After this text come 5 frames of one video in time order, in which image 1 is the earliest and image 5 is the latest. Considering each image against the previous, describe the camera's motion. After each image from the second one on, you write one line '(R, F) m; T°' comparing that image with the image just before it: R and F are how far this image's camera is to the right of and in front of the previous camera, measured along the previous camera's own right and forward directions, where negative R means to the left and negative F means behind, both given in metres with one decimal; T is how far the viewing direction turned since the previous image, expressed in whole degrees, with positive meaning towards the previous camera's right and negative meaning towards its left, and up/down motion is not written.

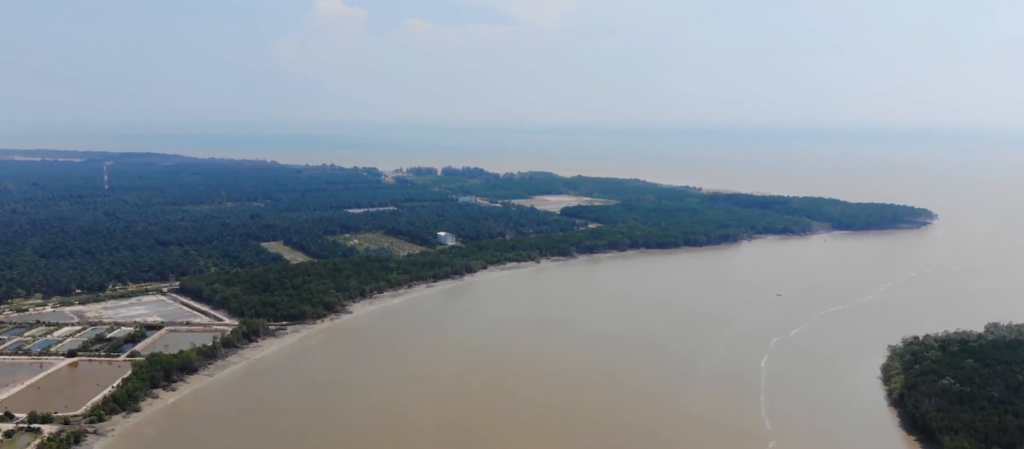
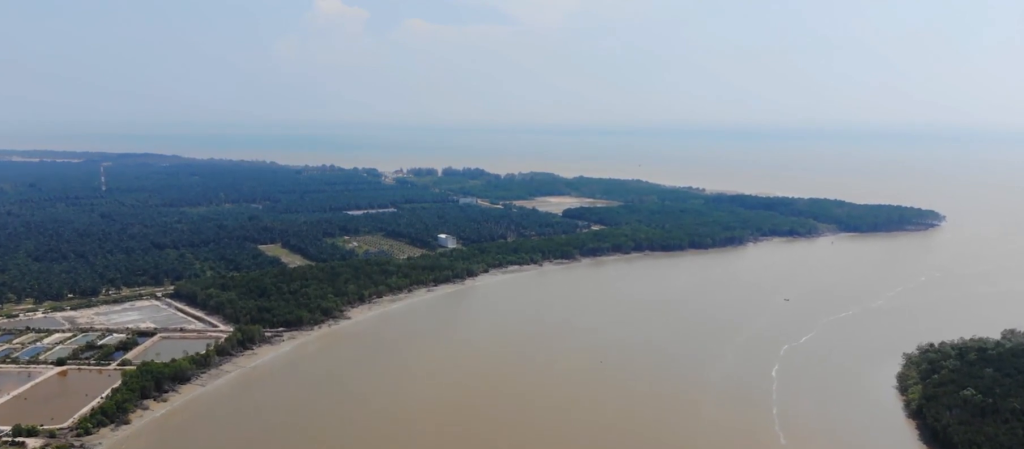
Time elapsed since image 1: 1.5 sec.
(0.0, +18.1) m; 0°
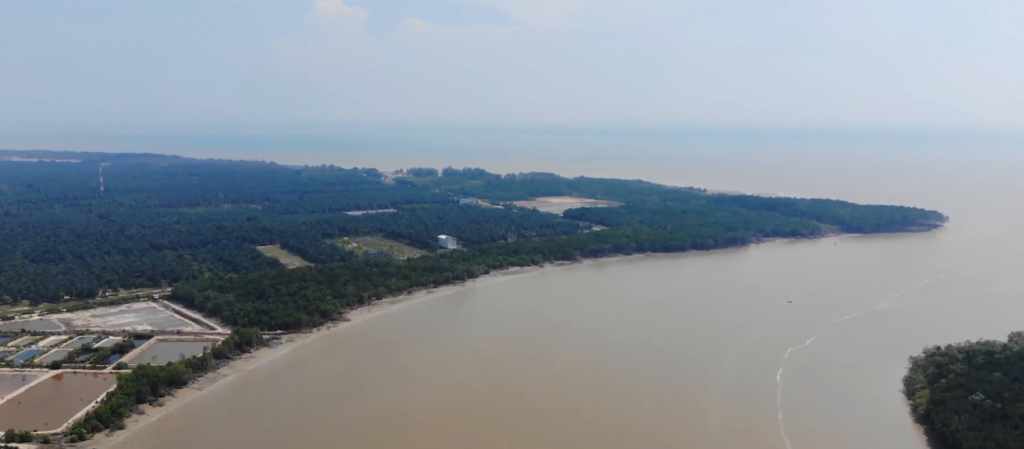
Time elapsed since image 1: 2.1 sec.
(0.0, +7.5) m; 0°
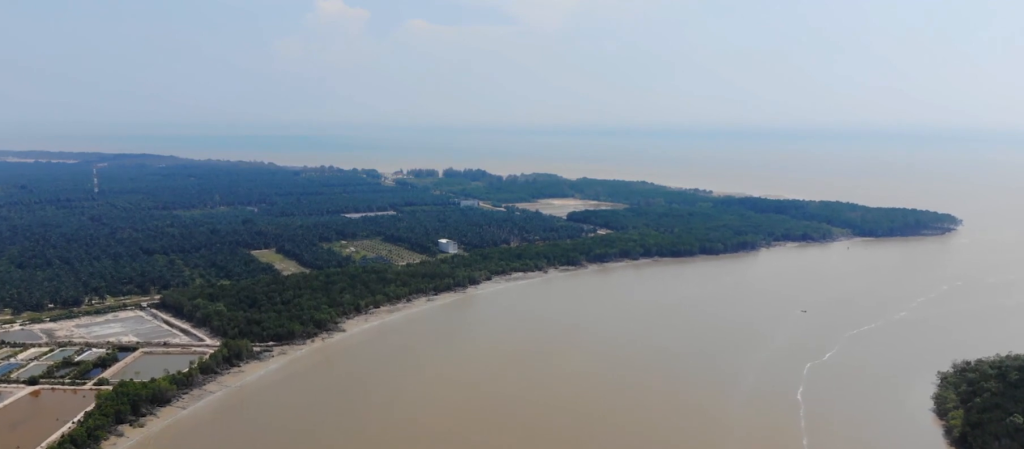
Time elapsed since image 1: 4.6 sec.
(+0.3, +32.4) m; +1°
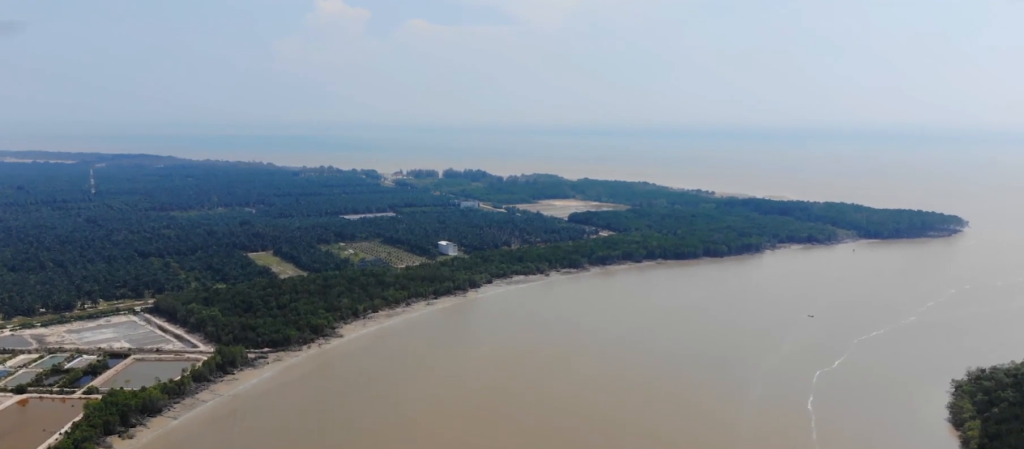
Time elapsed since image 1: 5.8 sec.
(0.0, +15.4) m; 0°
